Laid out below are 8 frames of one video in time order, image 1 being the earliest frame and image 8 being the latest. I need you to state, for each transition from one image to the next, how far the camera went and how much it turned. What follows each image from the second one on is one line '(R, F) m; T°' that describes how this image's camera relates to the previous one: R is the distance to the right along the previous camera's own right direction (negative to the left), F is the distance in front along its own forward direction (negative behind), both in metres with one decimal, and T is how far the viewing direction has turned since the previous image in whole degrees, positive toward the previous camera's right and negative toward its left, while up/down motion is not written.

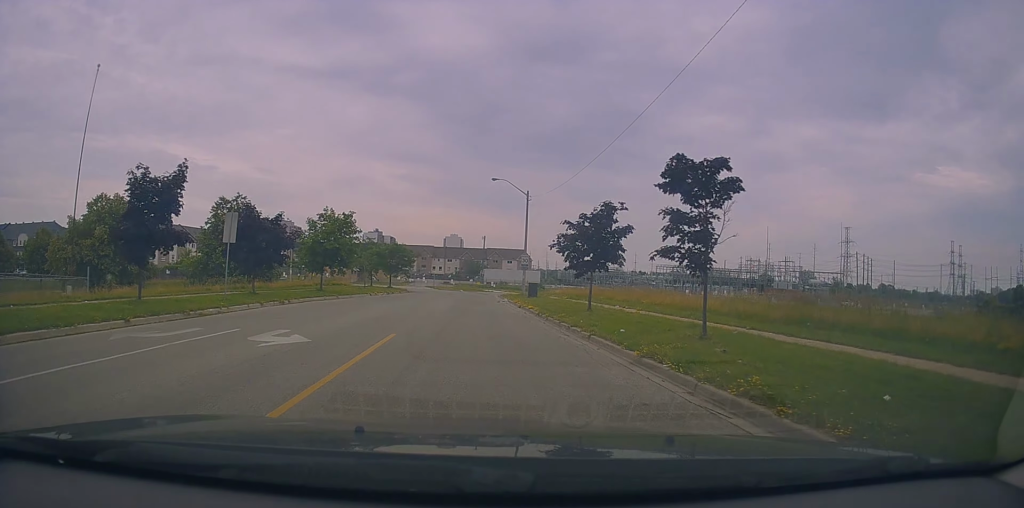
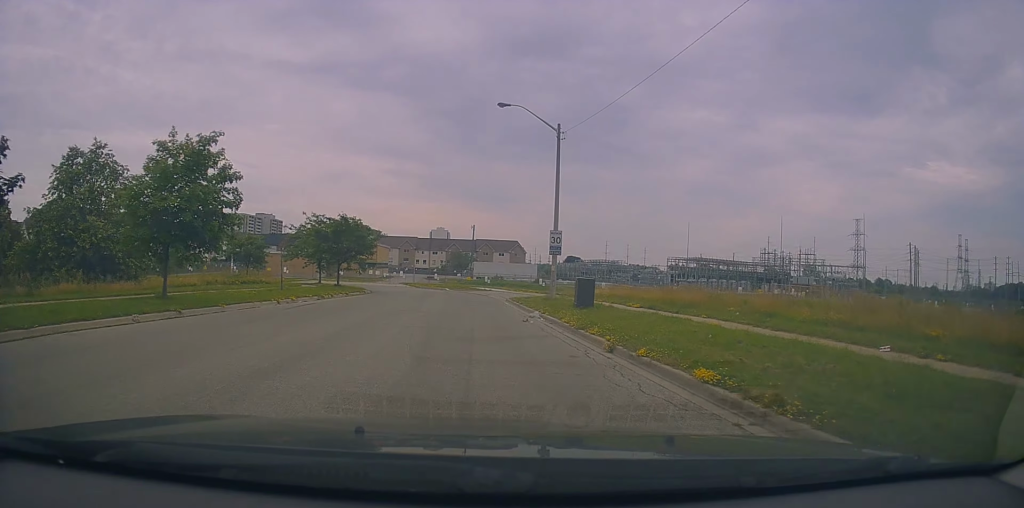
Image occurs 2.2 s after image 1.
(-0.5, +18.8) m; 0°
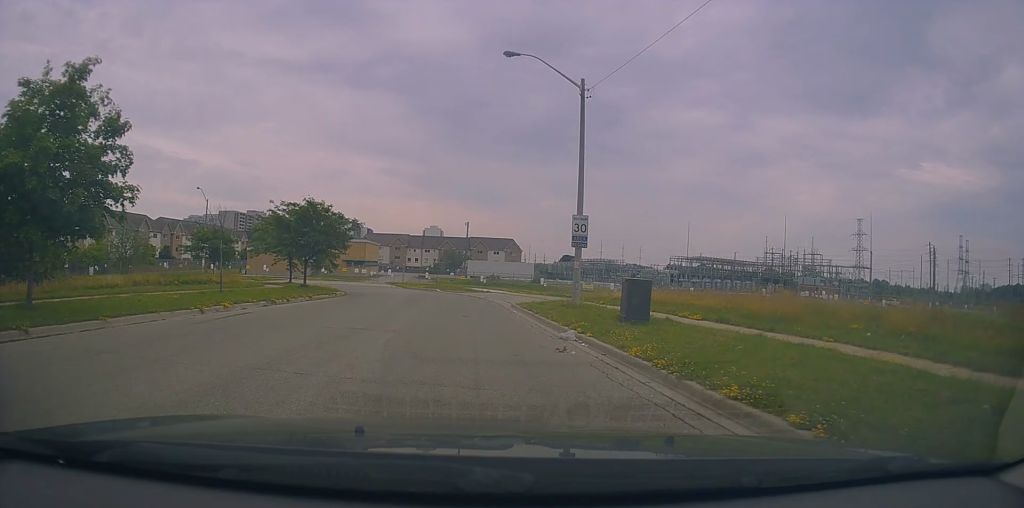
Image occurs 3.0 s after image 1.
(+0.5, +6.9) m; 0°
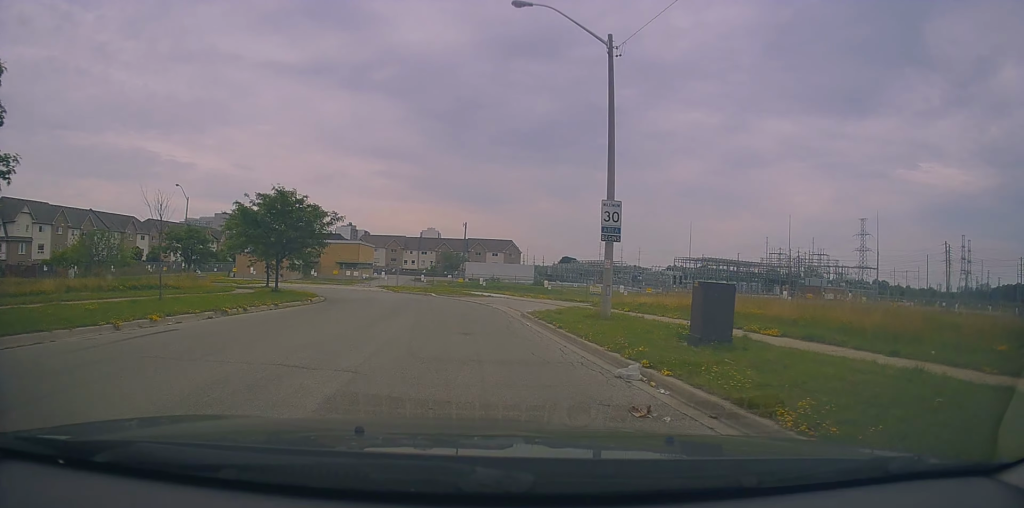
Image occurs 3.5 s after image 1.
(0.0, +4.7) m; 0°
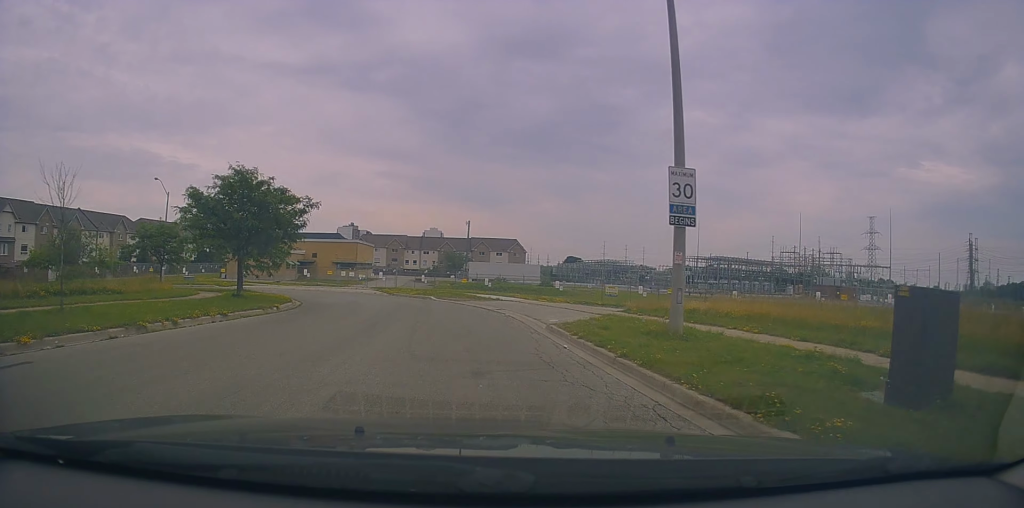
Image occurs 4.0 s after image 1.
(-0.4, +5.3) m; 0°
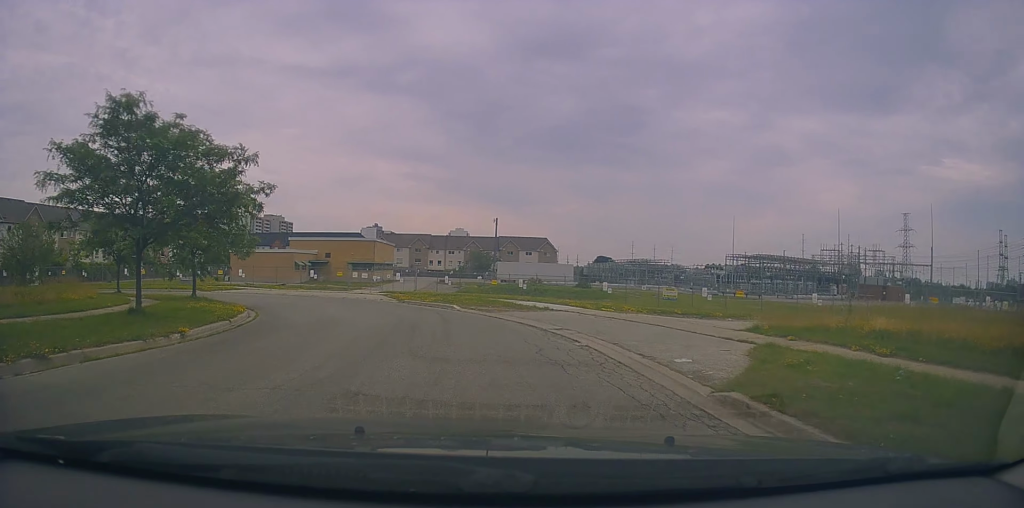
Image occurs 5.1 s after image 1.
(+0.4, +9.3) m; 0°
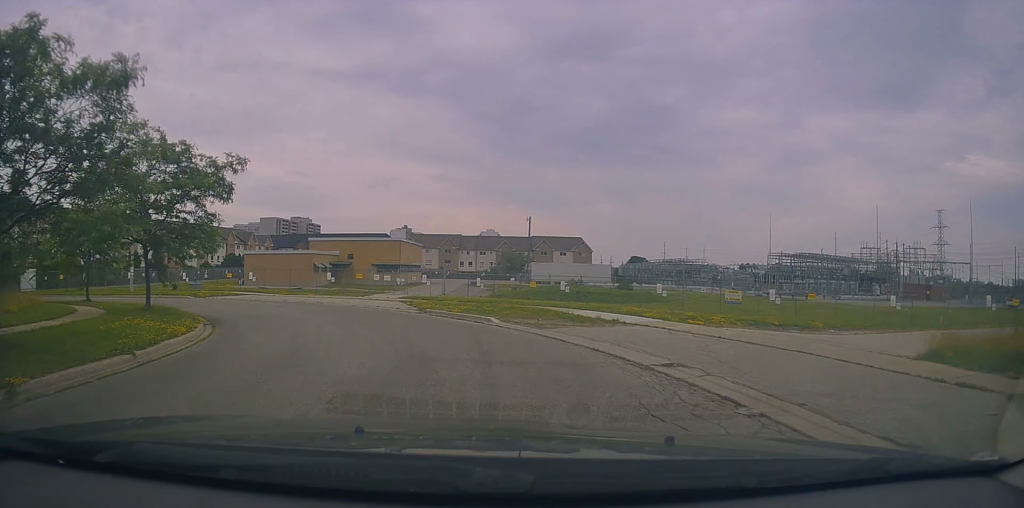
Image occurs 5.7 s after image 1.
(-0.2, +5.9) m; -4°
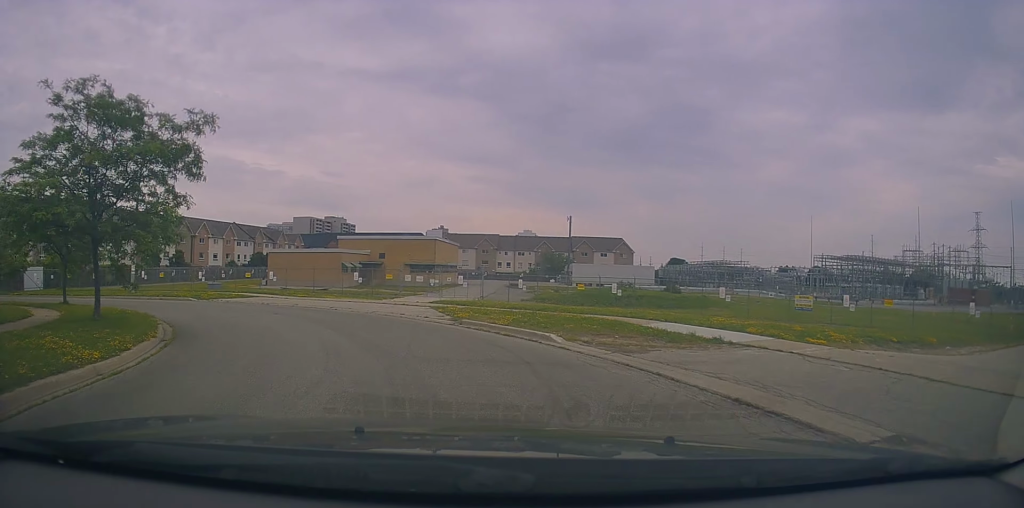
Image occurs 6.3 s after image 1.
(-0.1, +5.0) m; -5°
